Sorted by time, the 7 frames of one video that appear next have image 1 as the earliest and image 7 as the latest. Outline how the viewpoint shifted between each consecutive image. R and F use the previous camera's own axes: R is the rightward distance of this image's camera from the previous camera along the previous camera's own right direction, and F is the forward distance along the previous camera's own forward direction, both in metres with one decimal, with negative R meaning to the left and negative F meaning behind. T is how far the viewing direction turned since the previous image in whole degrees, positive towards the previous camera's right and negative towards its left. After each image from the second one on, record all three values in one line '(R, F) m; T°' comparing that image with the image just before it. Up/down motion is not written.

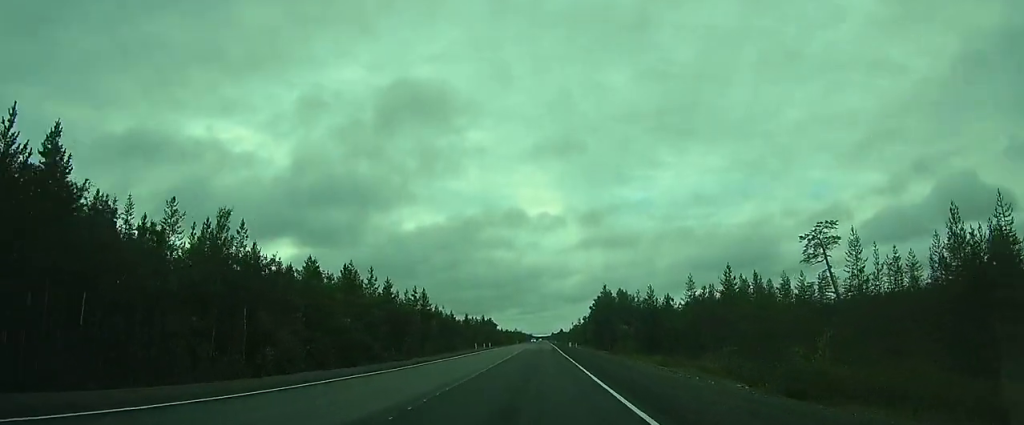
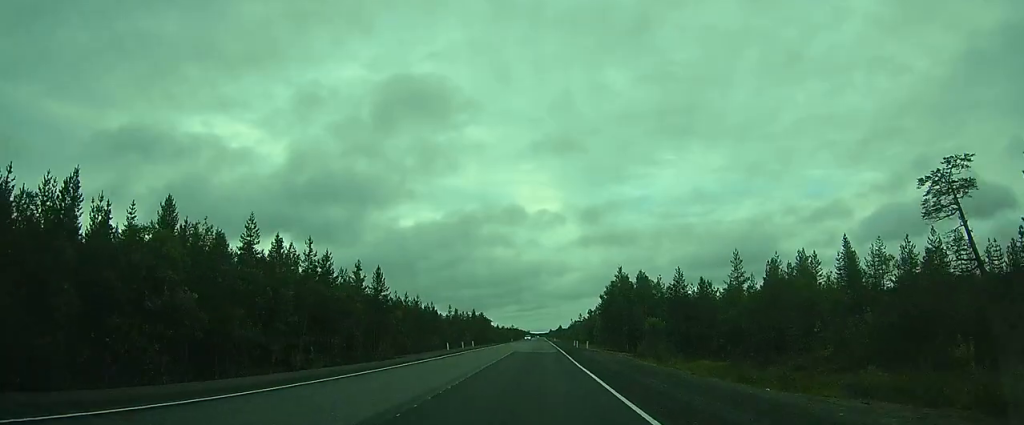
(-0.1, +19.5) m; 0°
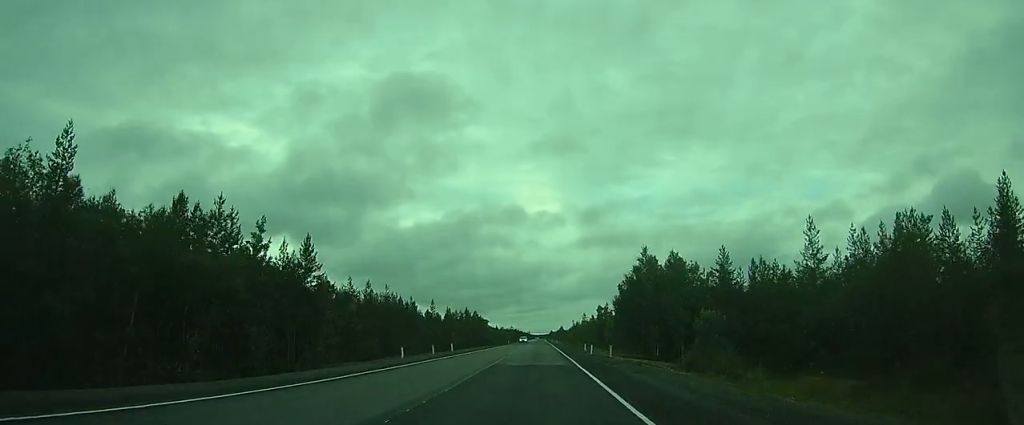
(0.0, +16.8) m; 0°
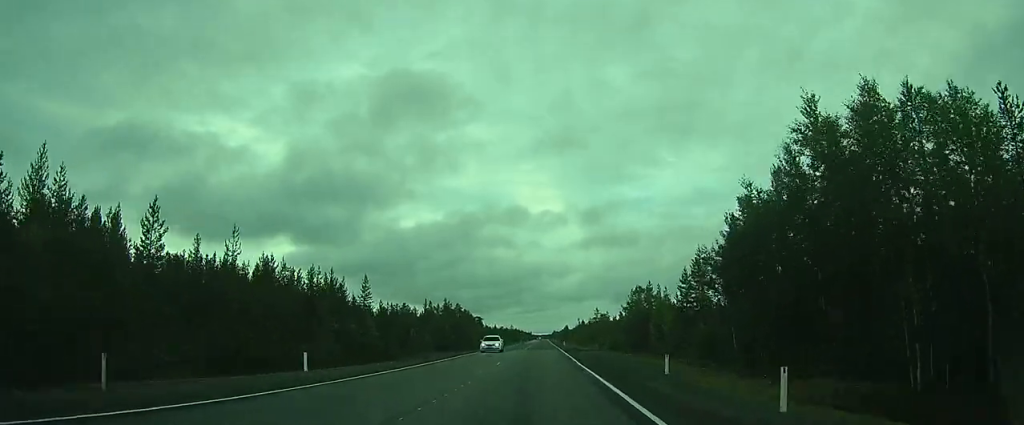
(0.0, +34.4) m; 0°
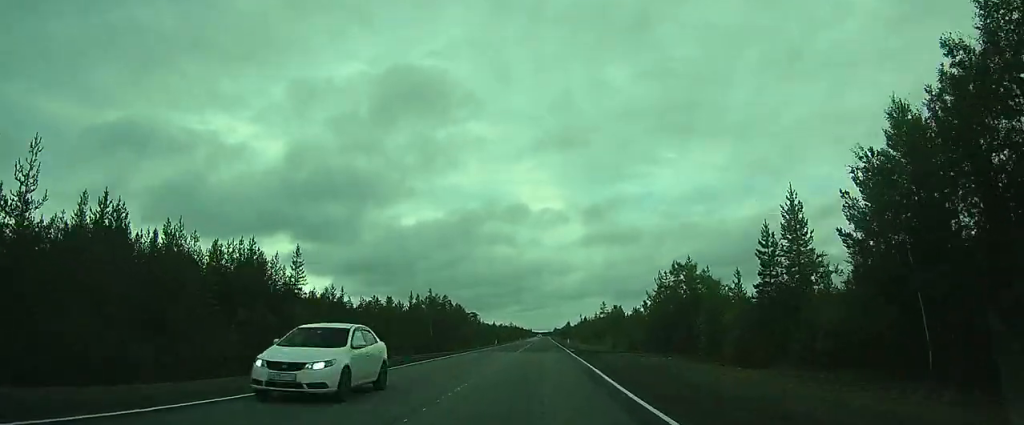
(+0.1, +15.4) m; 0°
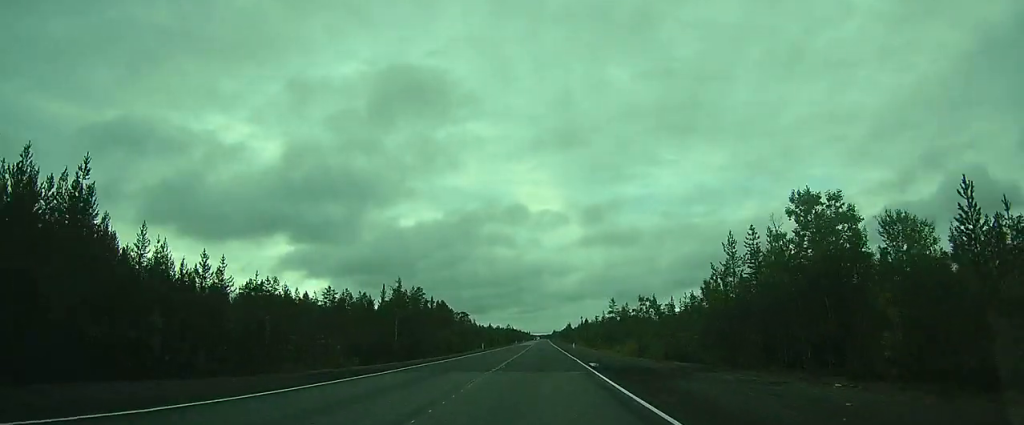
(0.0, +19.7) m; 0°
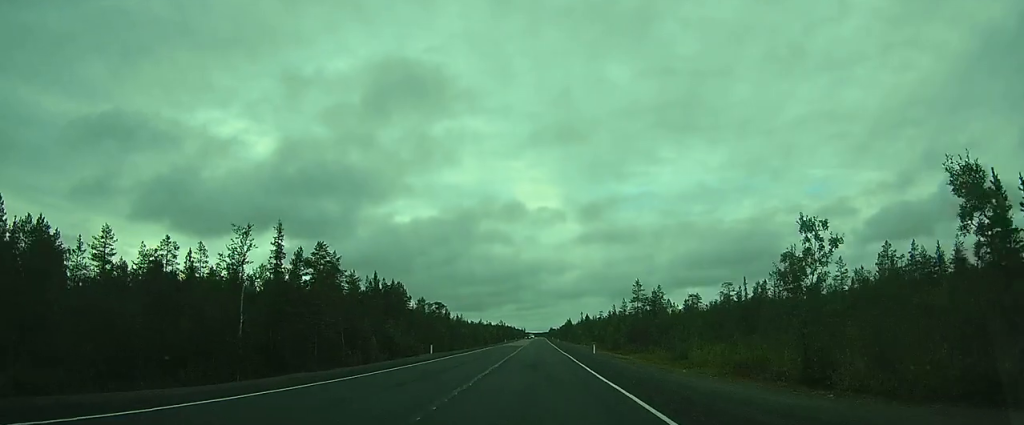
(0.0, +34.3) m; 0°
